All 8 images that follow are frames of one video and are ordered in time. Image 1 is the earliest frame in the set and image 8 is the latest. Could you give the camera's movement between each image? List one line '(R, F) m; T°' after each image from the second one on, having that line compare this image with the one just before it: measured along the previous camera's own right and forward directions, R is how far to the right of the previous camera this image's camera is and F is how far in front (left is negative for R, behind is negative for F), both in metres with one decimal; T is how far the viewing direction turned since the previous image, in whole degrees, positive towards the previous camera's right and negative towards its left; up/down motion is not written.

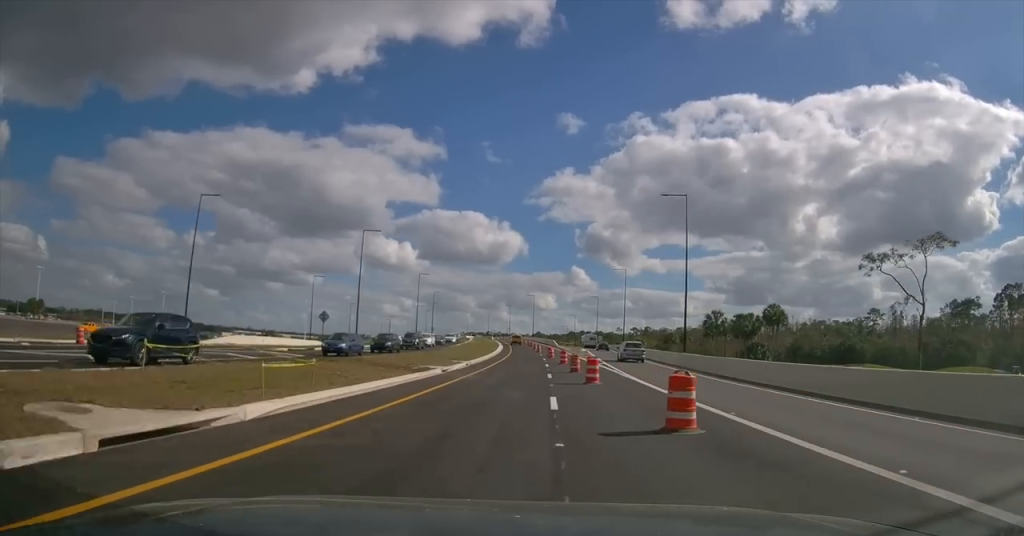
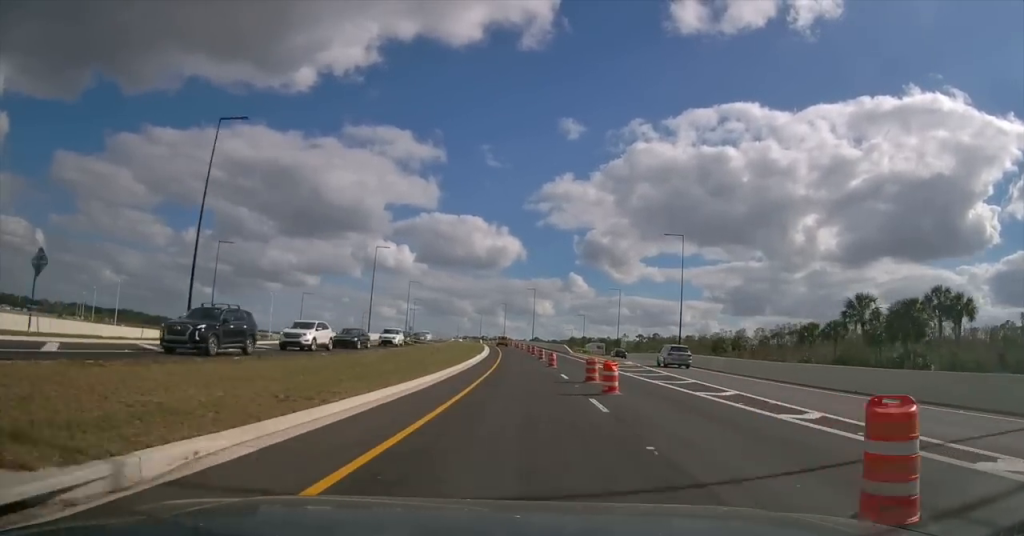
(+0.3, +37.0) m; +1°
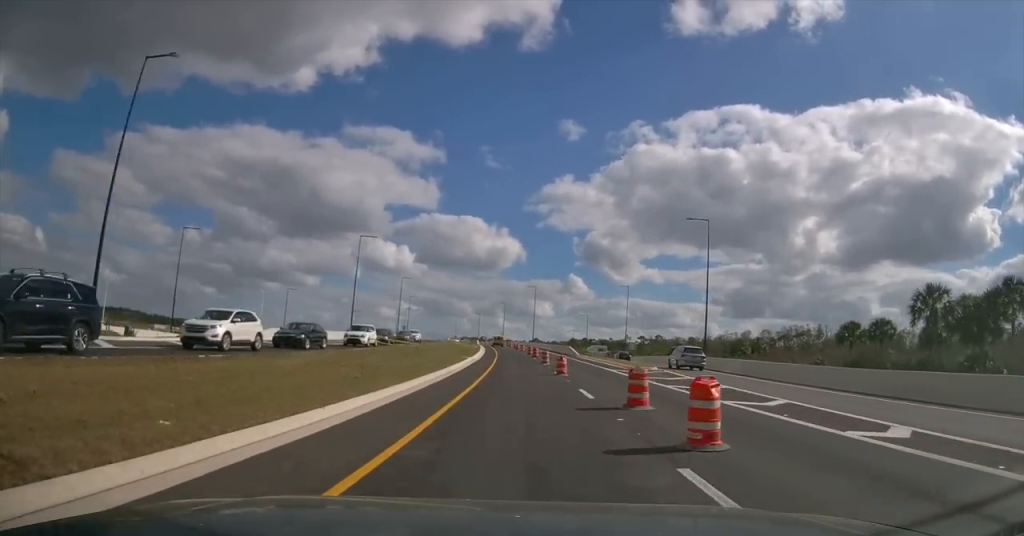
(-0.1, +9.0) m; 0°
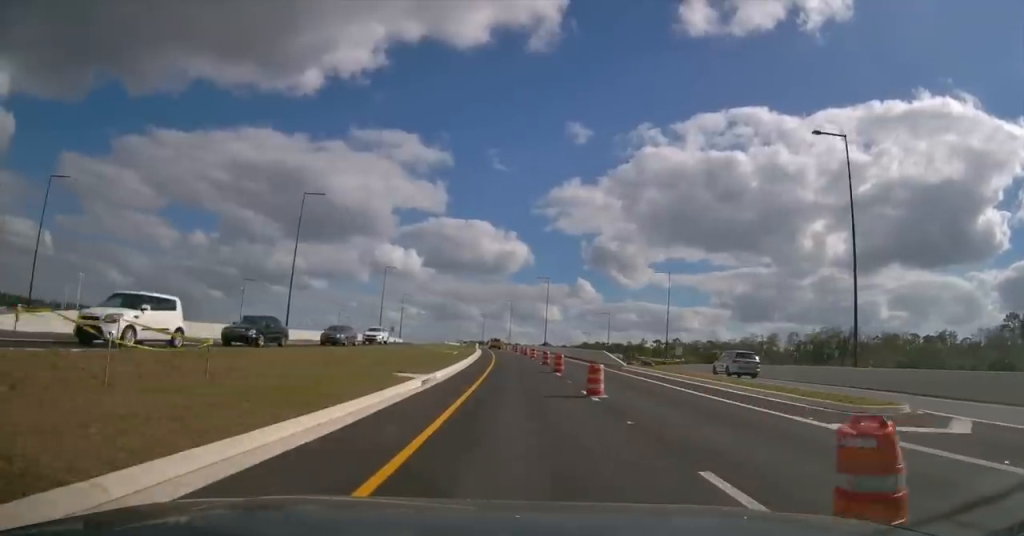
(-0.2, +24.5) m; -1°
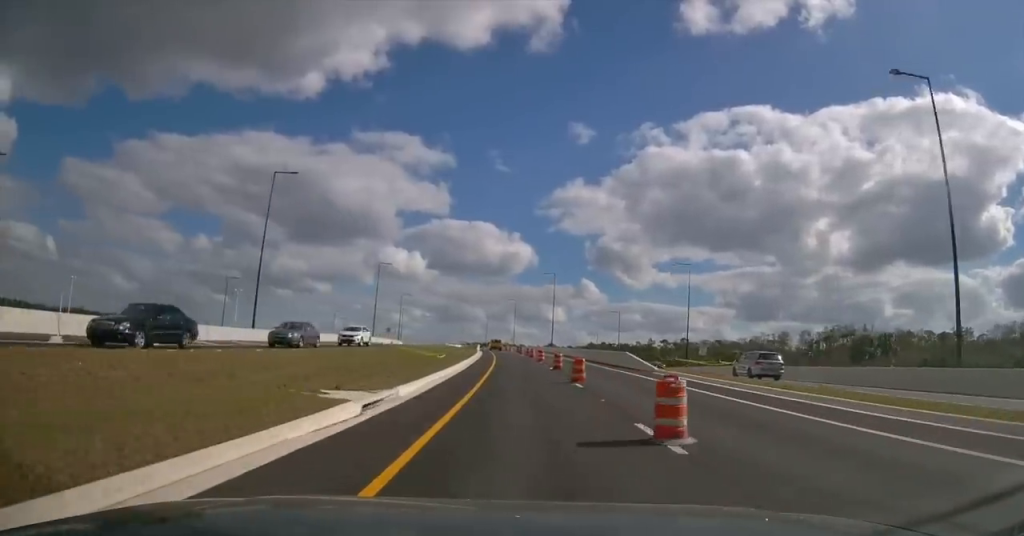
(-0.1, +8.1) m; -1°
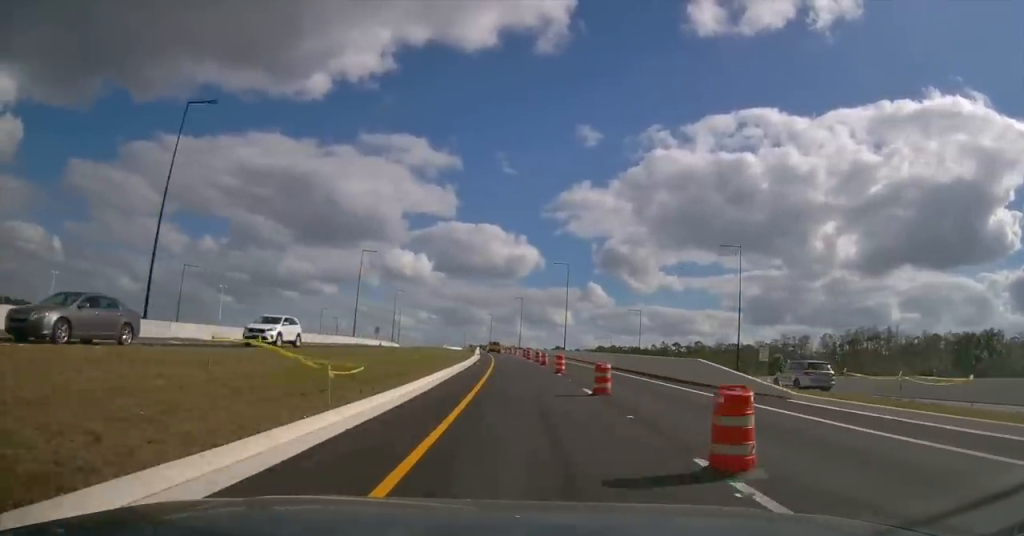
(-0.2, +15.7) m; -1°
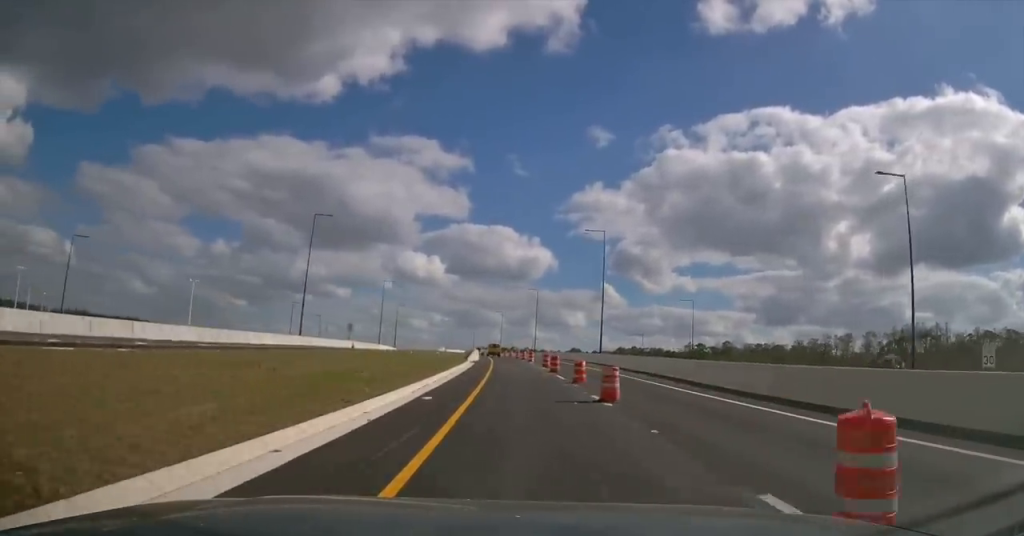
(-0.3, +26.3) m; -1°
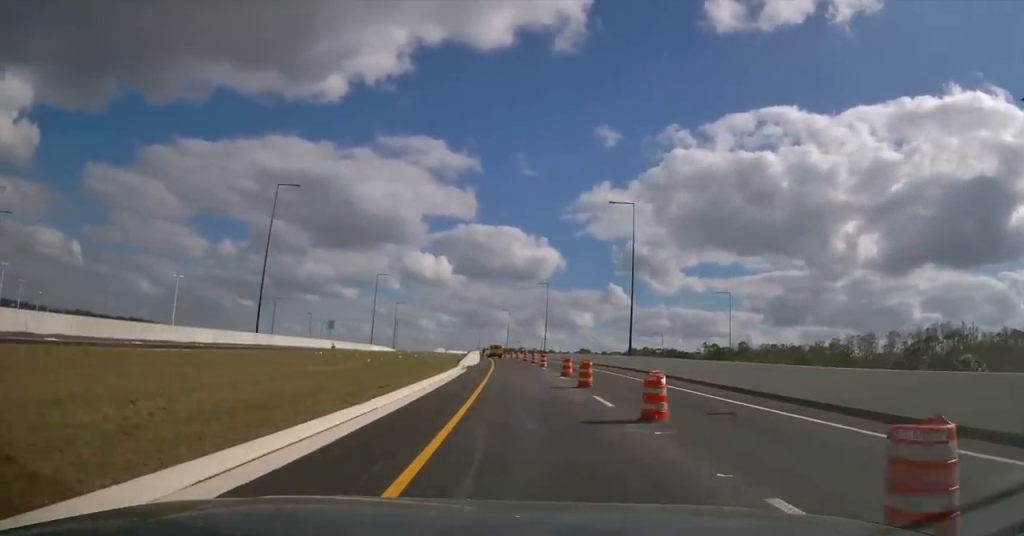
(-0.1, +12.2) m; -1°
